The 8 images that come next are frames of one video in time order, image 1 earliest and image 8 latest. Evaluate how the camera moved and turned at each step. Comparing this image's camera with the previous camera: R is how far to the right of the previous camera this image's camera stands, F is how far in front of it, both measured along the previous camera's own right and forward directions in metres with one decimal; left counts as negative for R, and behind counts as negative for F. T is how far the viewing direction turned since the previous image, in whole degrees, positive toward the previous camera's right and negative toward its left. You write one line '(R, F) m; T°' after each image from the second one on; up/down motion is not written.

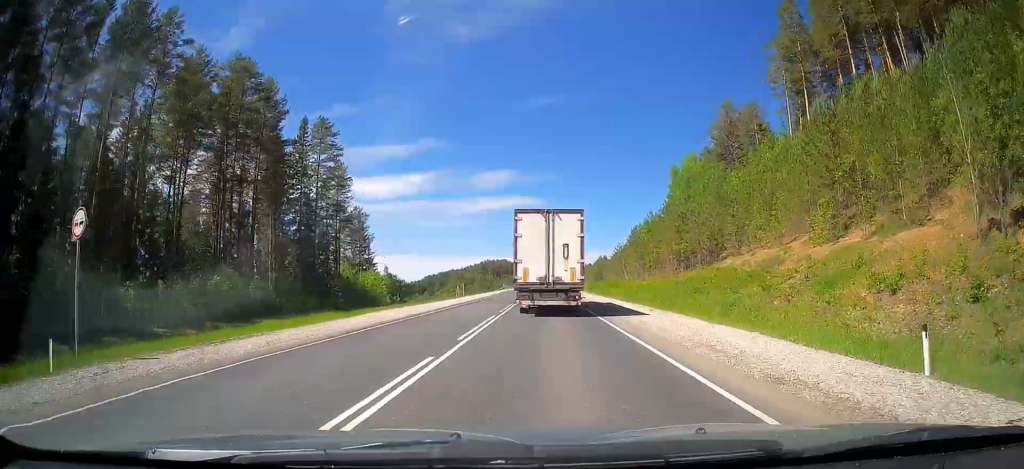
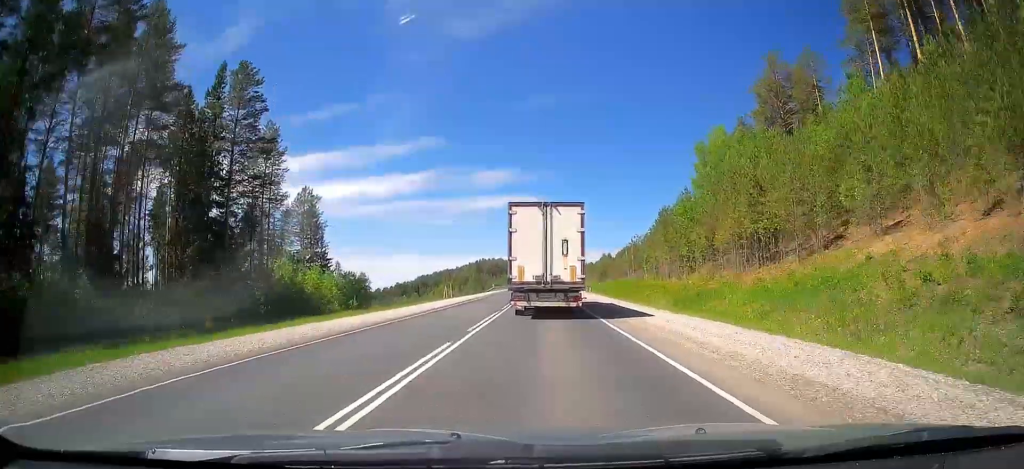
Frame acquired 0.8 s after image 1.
(-0.2, +21.8) m; 0°
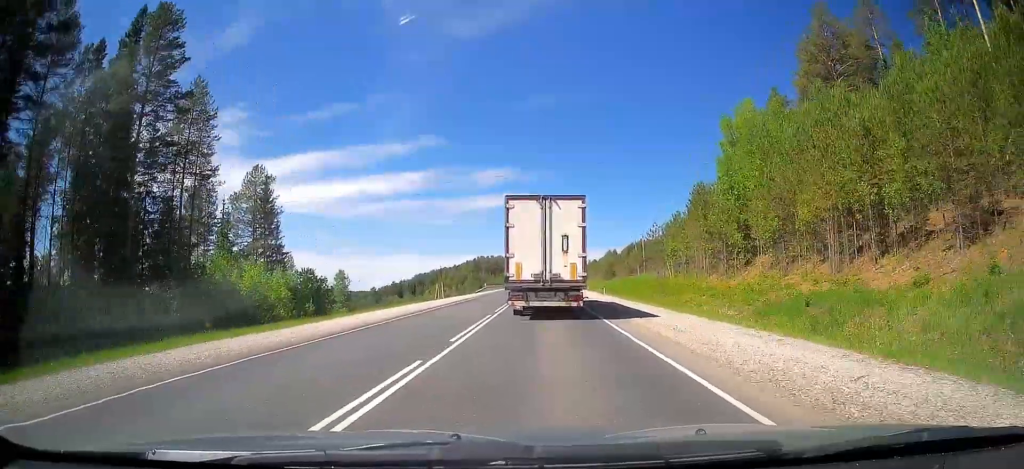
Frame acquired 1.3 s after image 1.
(-0.1, +14.9) m; 0°
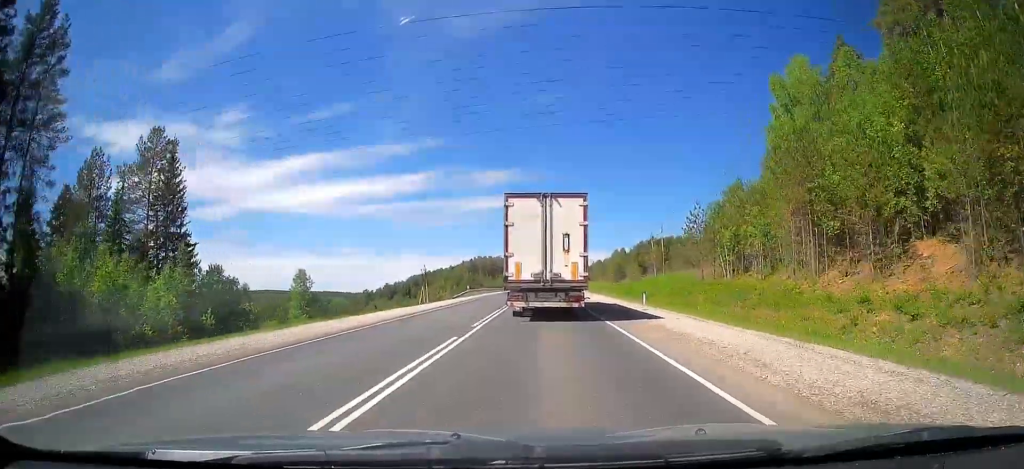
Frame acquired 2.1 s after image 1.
(0.0, +20.9) m; +1°
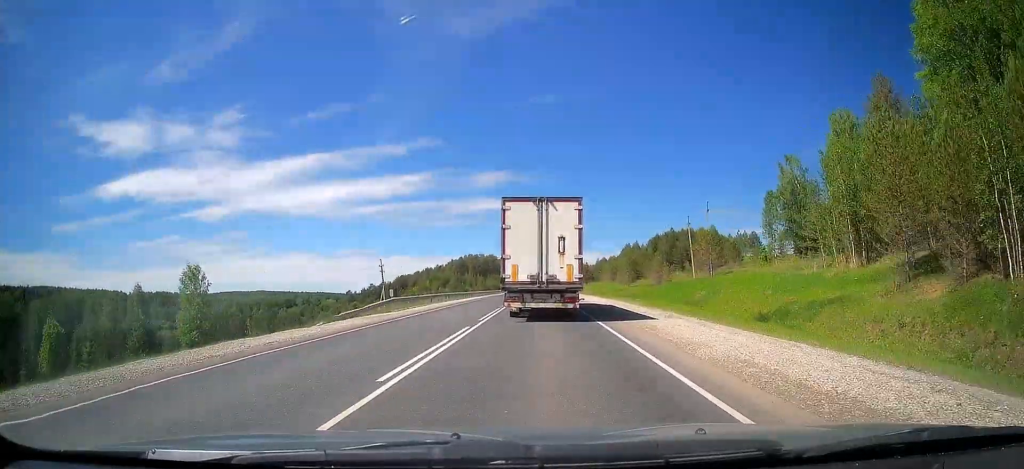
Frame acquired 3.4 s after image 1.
(+0.4, +33.3) m; 0°
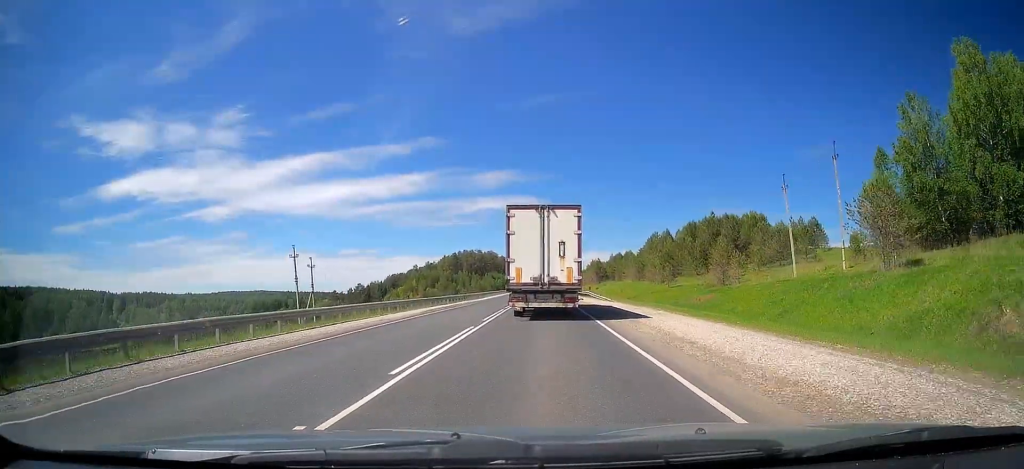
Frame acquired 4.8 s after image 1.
(+0.2, +35.6) m; 0°
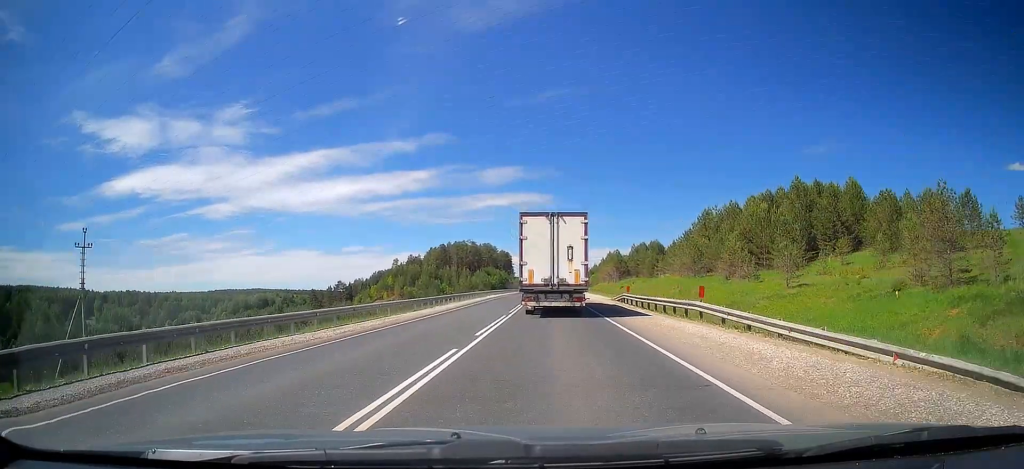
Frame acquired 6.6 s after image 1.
(-0.9, +41.7) m; -1°
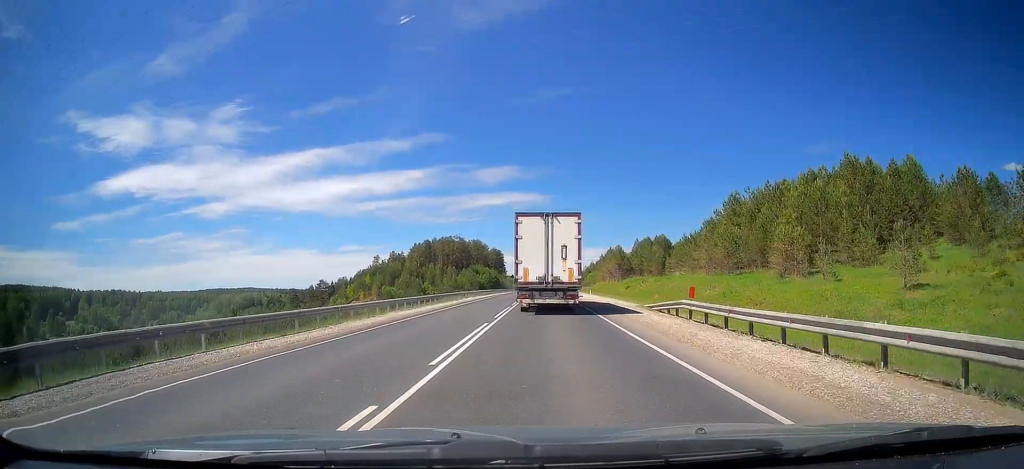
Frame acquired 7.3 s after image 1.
(+0.2, +17.1) m; 0°
